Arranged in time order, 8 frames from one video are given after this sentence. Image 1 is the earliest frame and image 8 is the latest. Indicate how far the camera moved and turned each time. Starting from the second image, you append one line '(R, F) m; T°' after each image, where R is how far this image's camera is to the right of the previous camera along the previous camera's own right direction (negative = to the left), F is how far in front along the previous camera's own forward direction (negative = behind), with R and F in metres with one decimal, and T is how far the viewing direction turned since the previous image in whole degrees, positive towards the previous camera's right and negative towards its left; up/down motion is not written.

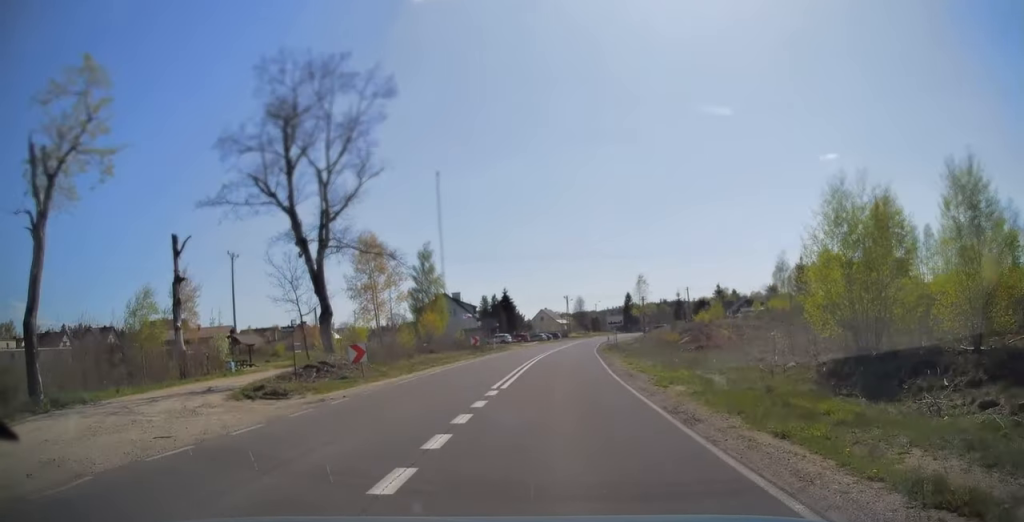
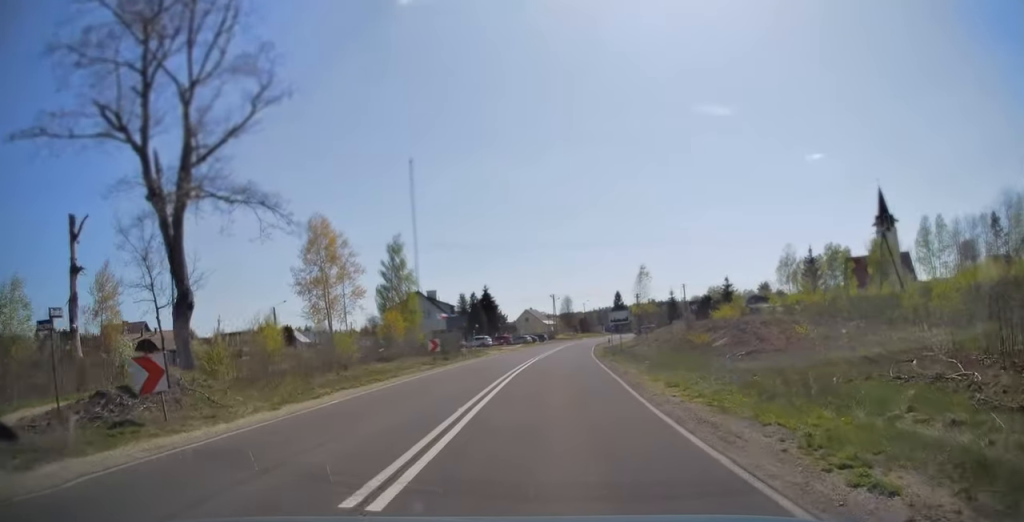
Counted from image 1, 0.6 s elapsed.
(-0.1, +10.4) m; +1°
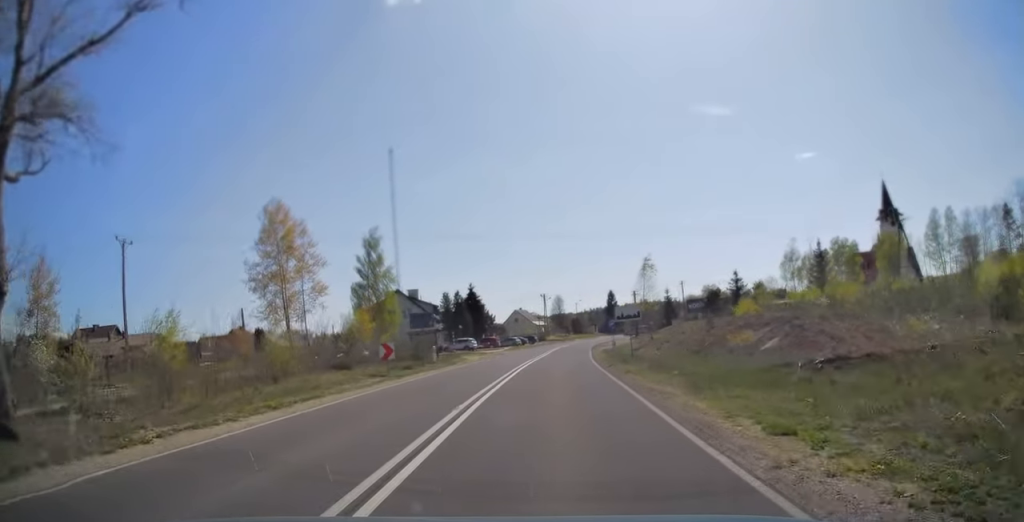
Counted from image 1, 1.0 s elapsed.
(+0.2, +7.0) m; +1°
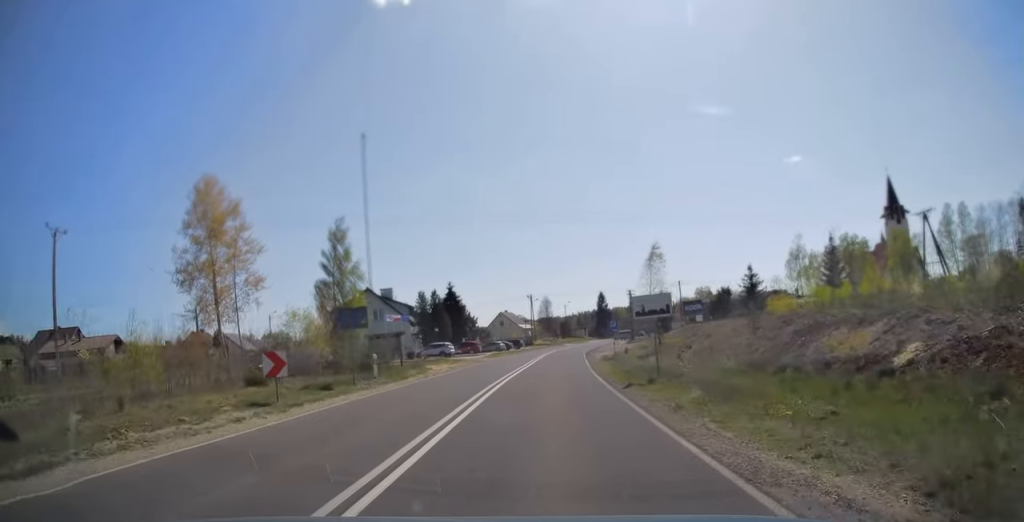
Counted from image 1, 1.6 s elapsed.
(+0.2, +8.8) m; +1°
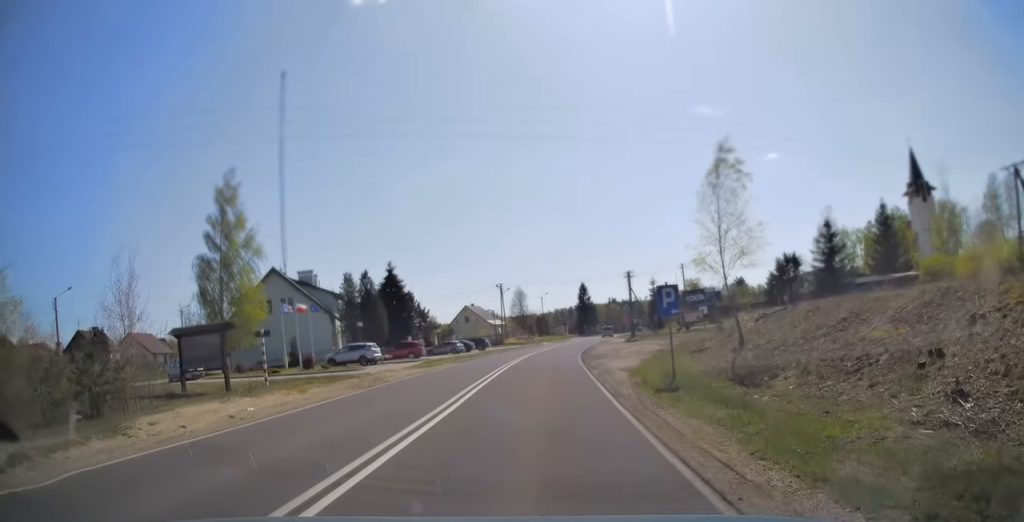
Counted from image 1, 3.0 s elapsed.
(+0.3, +21.4) m; +2°
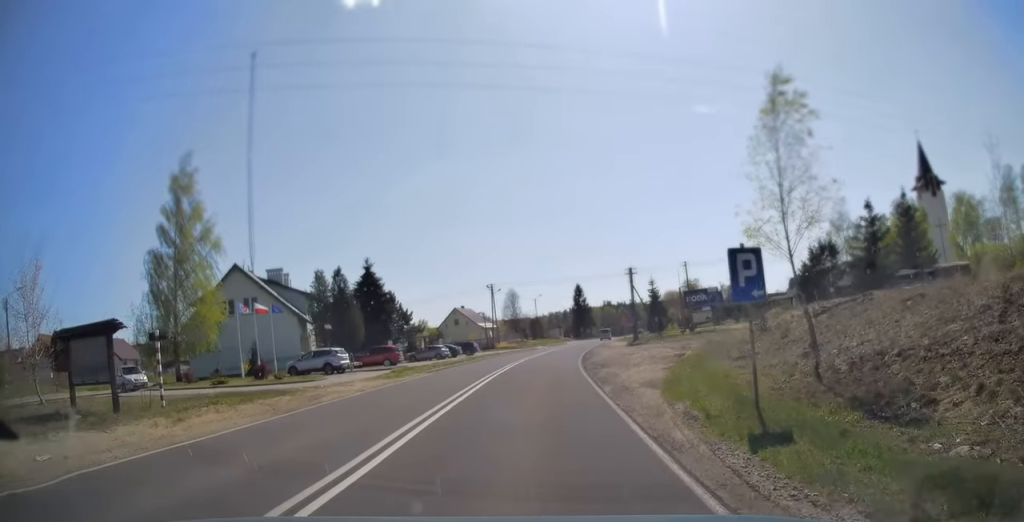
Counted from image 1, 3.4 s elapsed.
(+0.1, +6.1) m; +1°
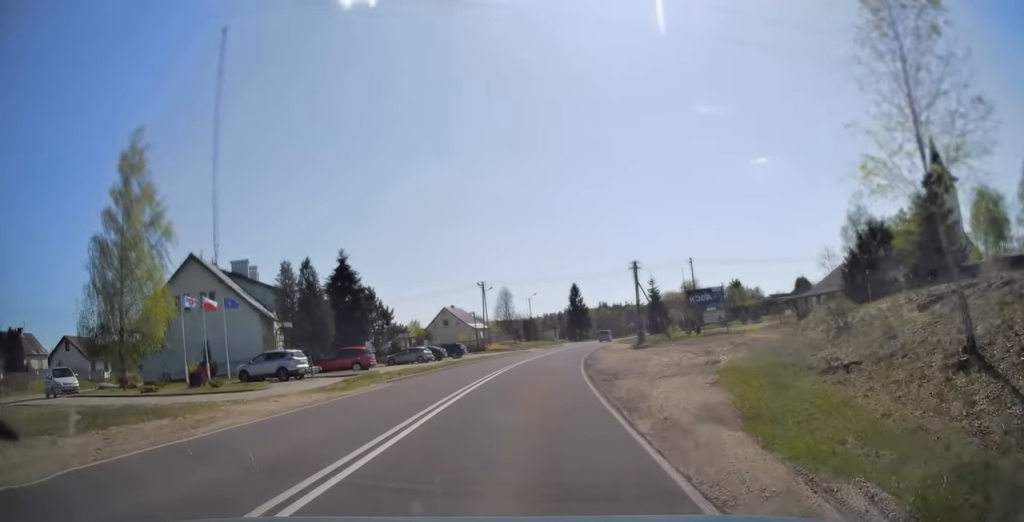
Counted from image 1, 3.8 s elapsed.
(0.0, +6.1) m; +1°
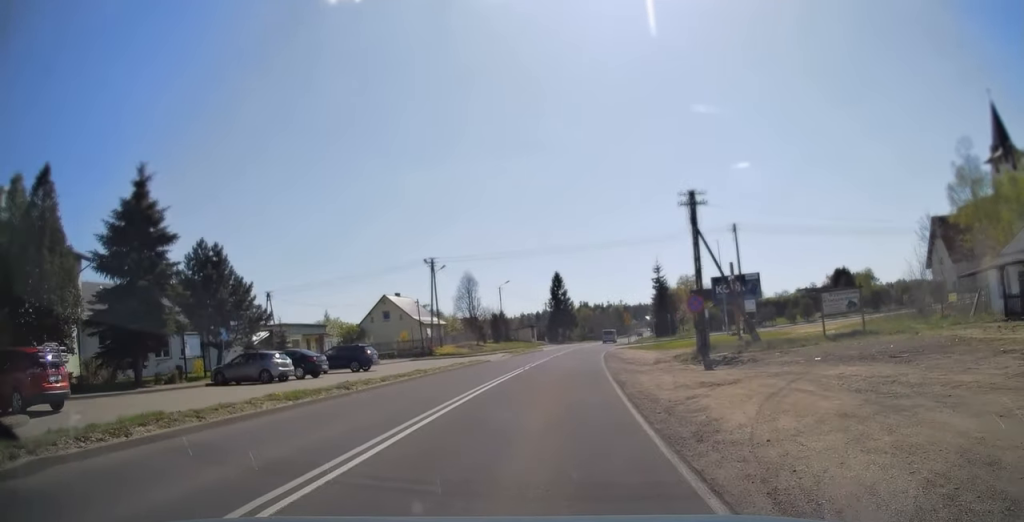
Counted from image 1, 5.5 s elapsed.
(+0.6, +26.6) m; +2°
